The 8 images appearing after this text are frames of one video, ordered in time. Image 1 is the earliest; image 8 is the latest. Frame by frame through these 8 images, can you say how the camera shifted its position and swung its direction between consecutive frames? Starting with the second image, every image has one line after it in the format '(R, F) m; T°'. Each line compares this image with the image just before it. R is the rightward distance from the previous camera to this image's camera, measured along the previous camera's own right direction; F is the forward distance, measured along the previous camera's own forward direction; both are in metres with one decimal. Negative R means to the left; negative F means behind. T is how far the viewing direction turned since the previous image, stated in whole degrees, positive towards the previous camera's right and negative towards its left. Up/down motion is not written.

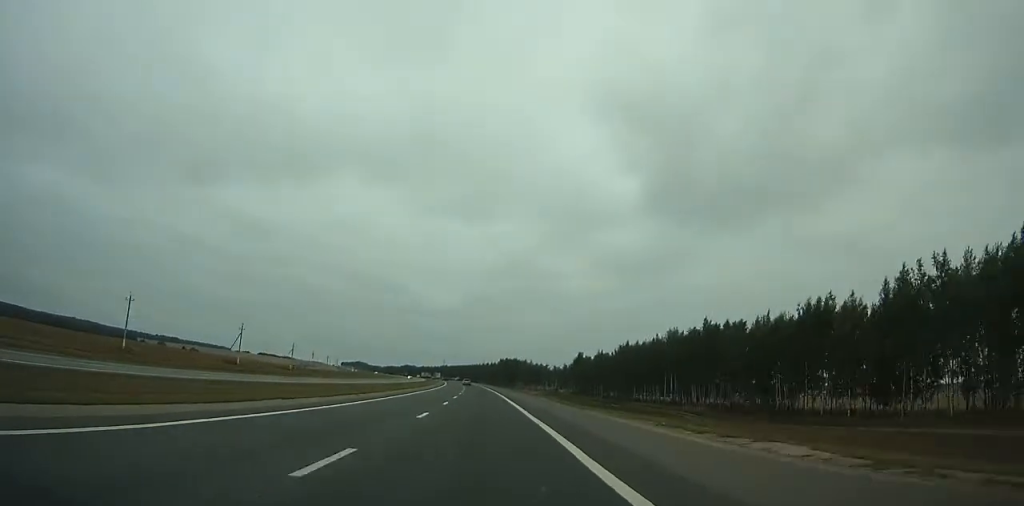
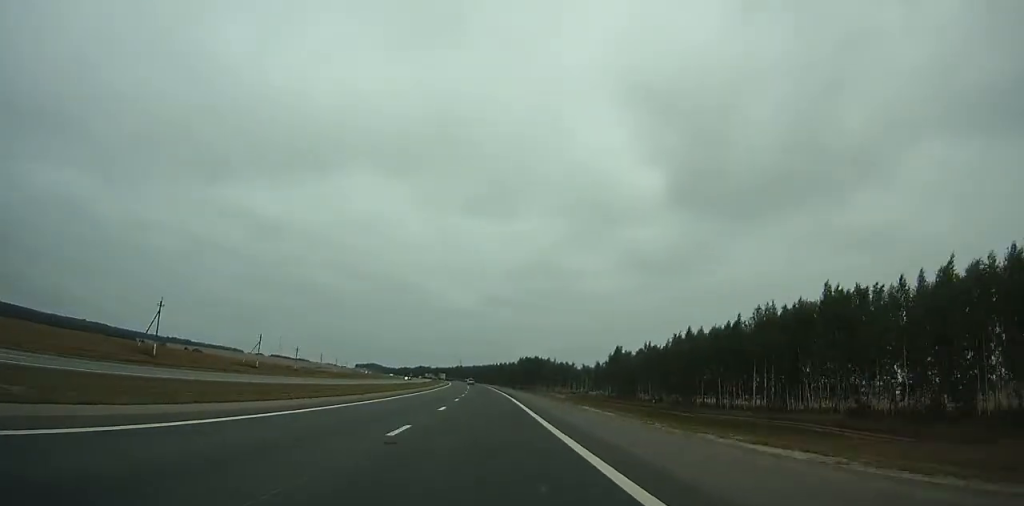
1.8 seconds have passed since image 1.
(-0.4, +41.8) m; -1°
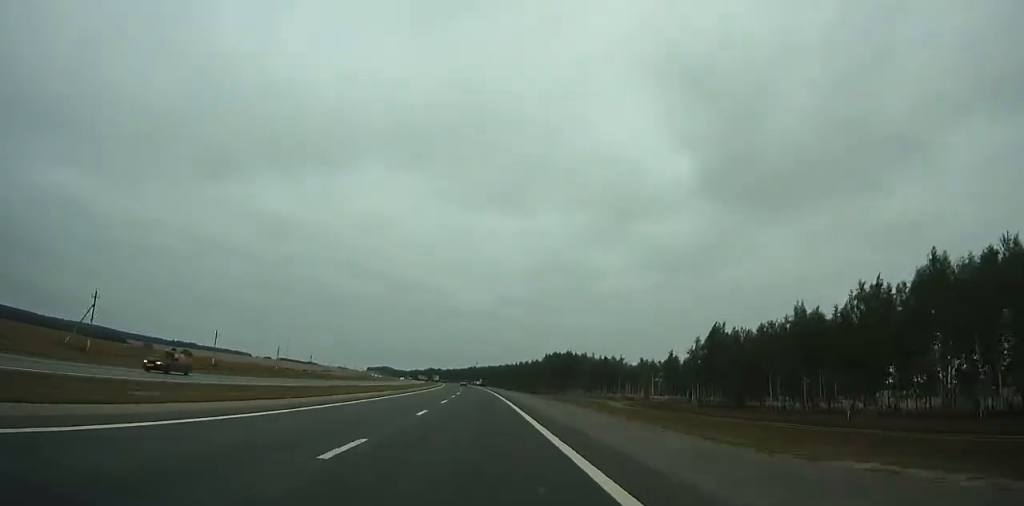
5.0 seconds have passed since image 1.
(-1.7, +75.2) m; -2°
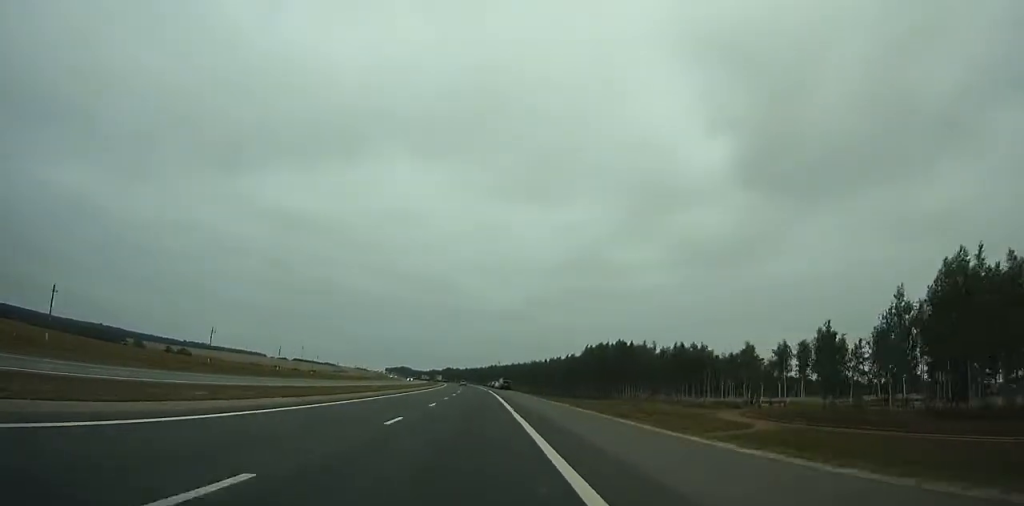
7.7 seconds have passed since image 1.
(-1.0, +64.4) m; -2°
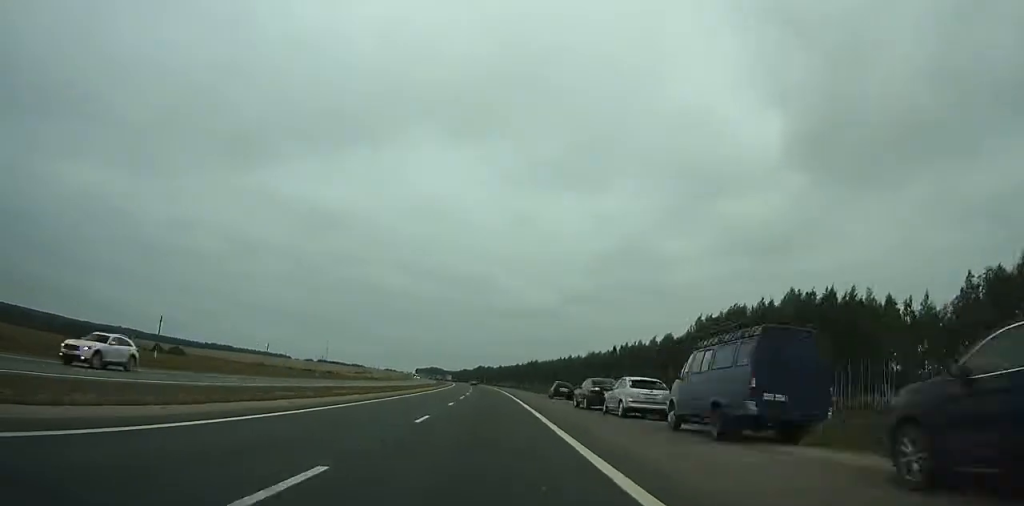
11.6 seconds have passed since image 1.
(-2.9, +94.4) m; -3°
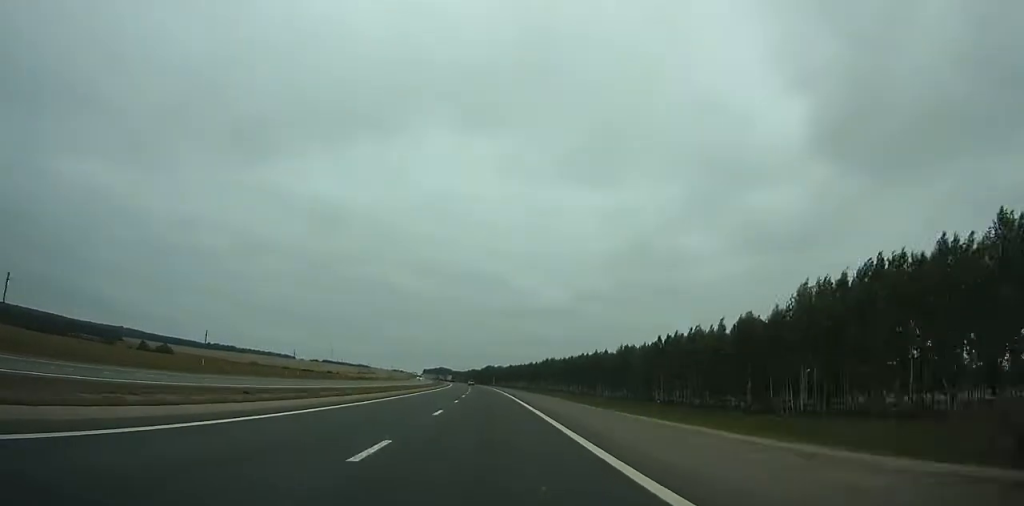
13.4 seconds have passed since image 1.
(-0.4, +44.0) m; -1°
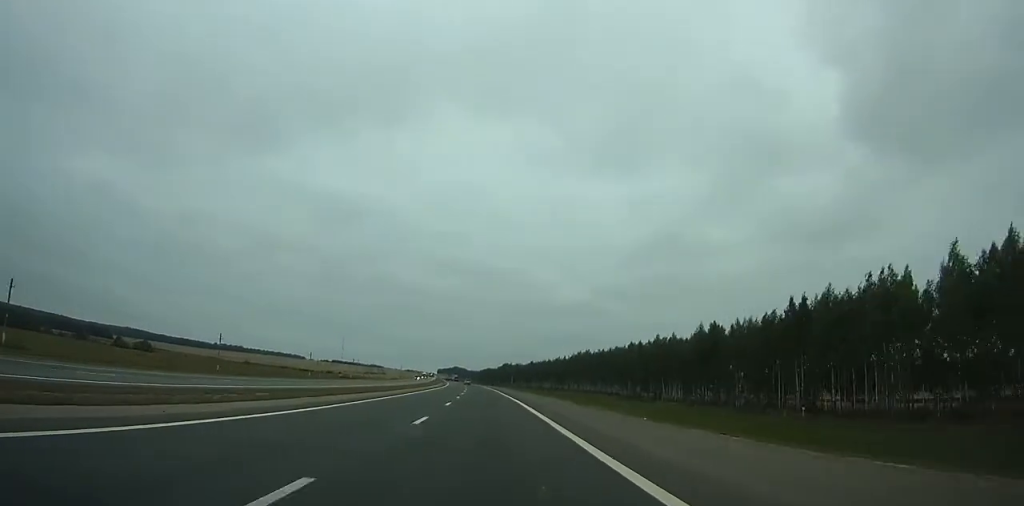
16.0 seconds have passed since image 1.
(-0.9, +64.1) m; -2°
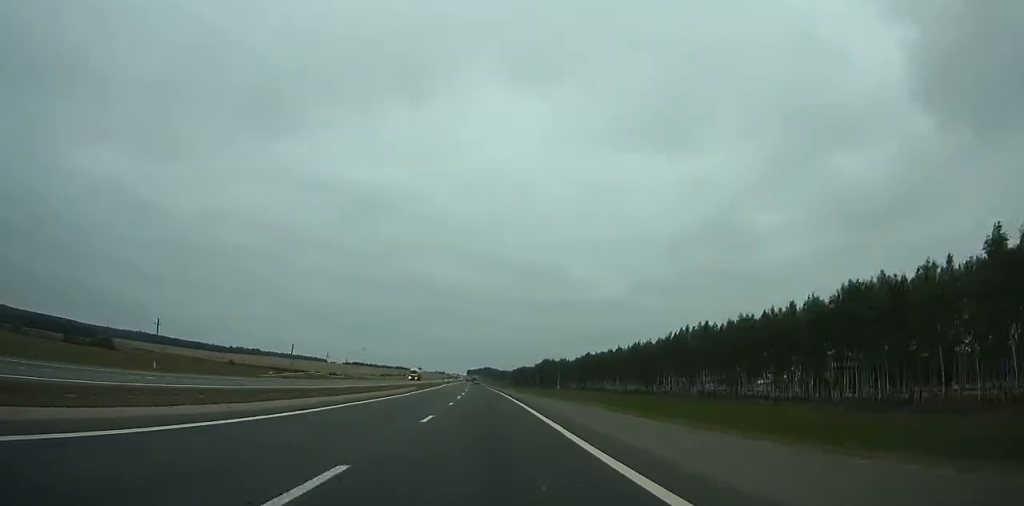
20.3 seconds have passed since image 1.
(-3.0, +106.7) m; -3°
